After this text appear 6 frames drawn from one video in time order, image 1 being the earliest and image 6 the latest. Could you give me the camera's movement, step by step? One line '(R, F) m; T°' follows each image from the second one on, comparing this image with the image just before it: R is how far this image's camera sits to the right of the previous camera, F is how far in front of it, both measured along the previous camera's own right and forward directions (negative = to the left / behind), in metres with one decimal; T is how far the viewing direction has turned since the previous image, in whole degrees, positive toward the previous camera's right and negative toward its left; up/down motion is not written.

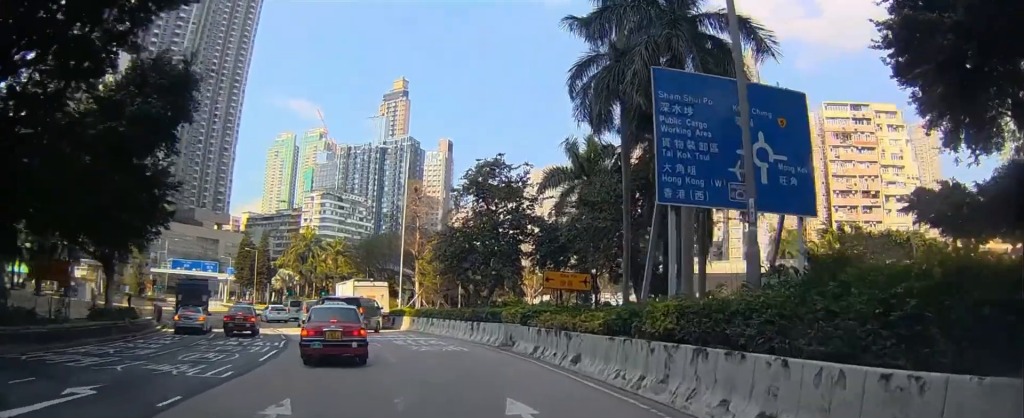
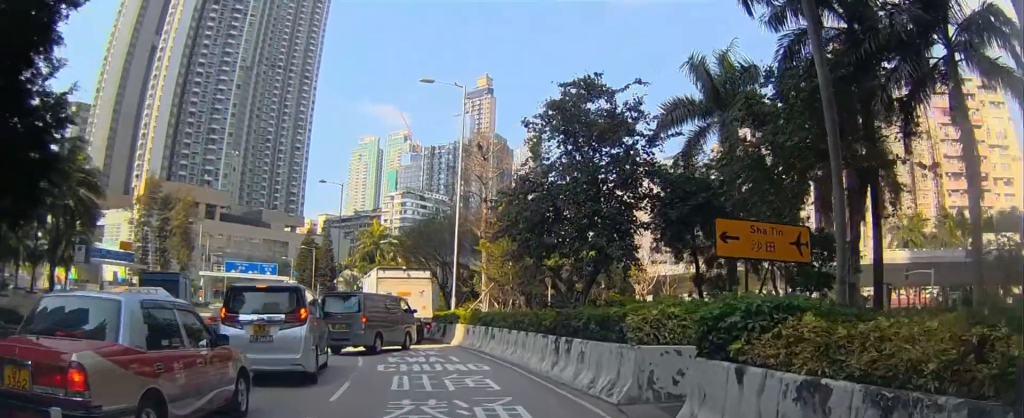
(-1.0, +14.6) m; -12°
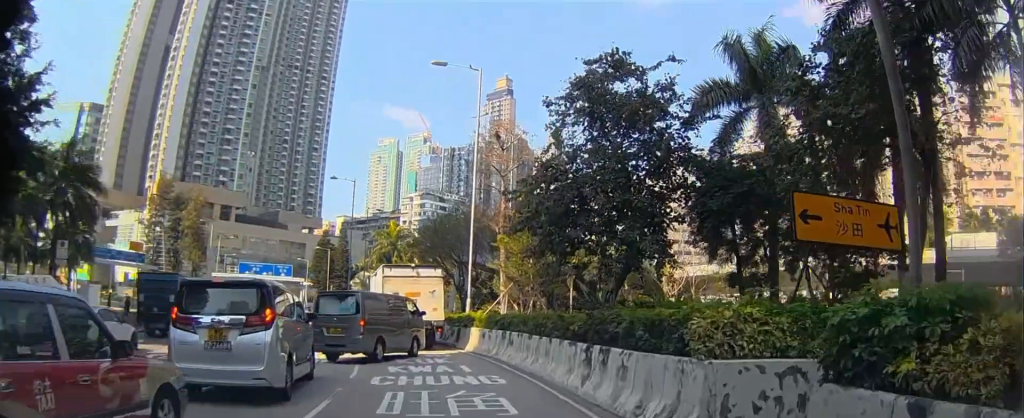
(0.0, +2.7) m; -5°
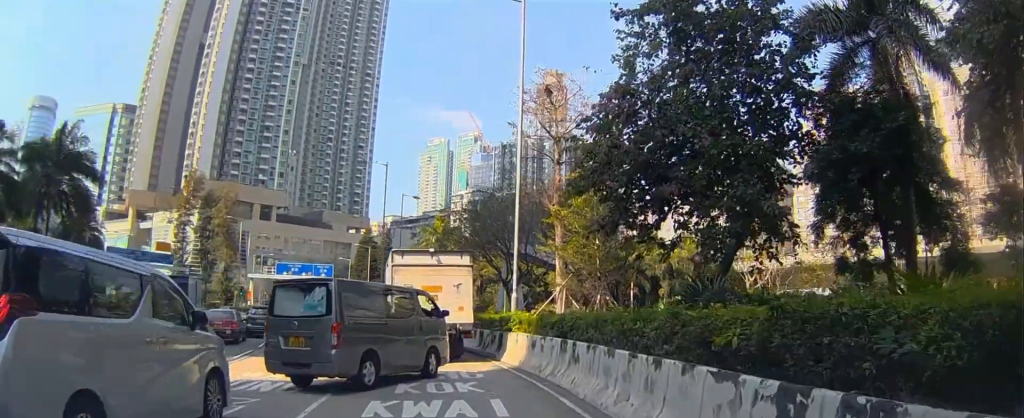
(-0.7, +6.5) m; -6°
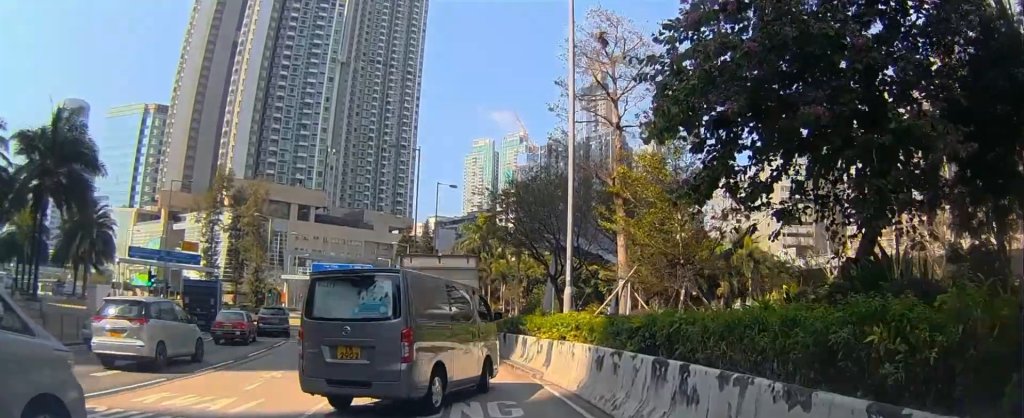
(0.0, +4.6) m; -10°
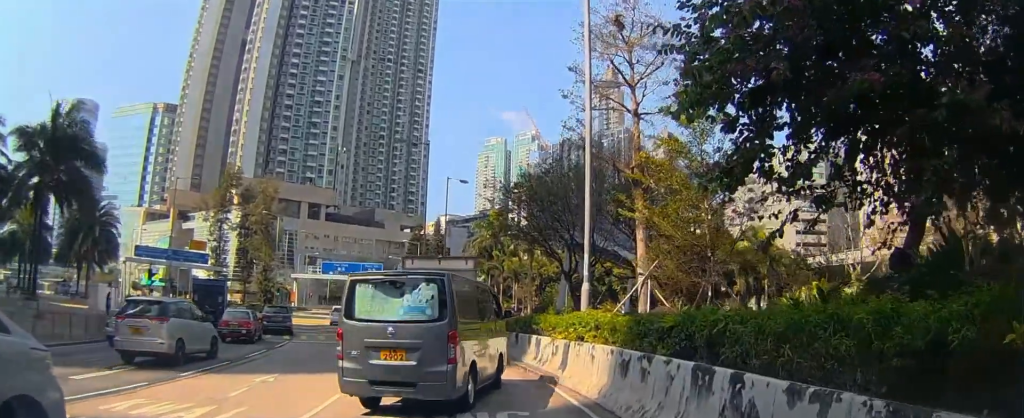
(-0.1, +1.2) m; -5°
